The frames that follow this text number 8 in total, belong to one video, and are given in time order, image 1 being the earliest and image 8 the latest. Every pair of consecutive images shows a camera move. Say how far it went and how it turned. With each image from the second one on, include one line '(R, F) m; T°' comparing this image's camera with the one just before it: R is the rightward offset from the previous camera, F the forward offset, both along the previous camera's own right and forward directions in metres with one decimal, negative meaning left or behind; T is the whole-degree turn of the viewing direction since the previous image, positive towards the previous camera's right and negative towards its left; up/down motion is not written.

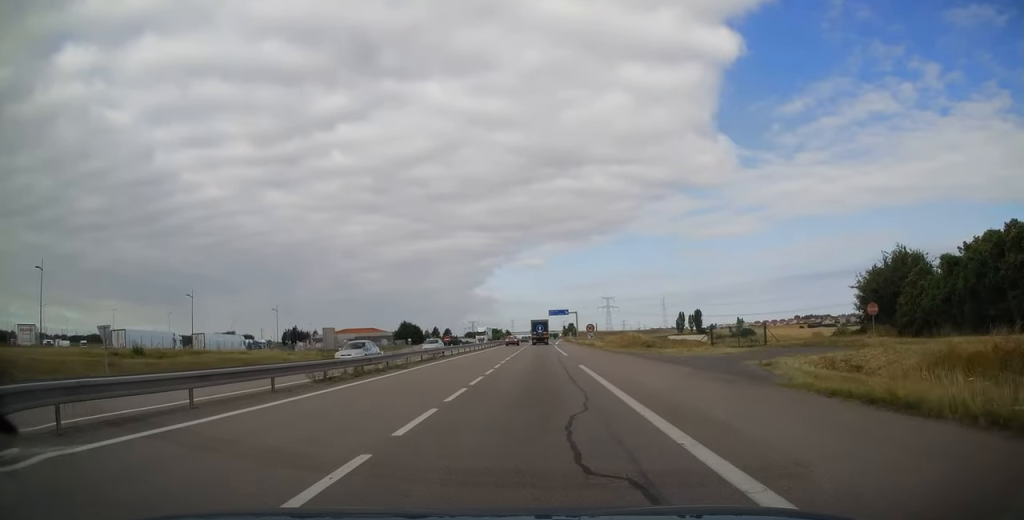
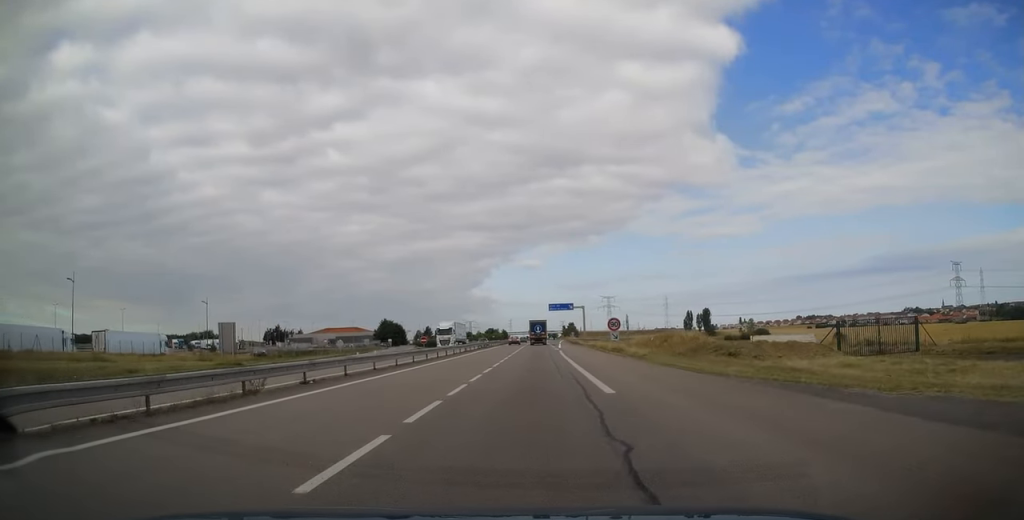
(0.0, +25.3) m; 0°
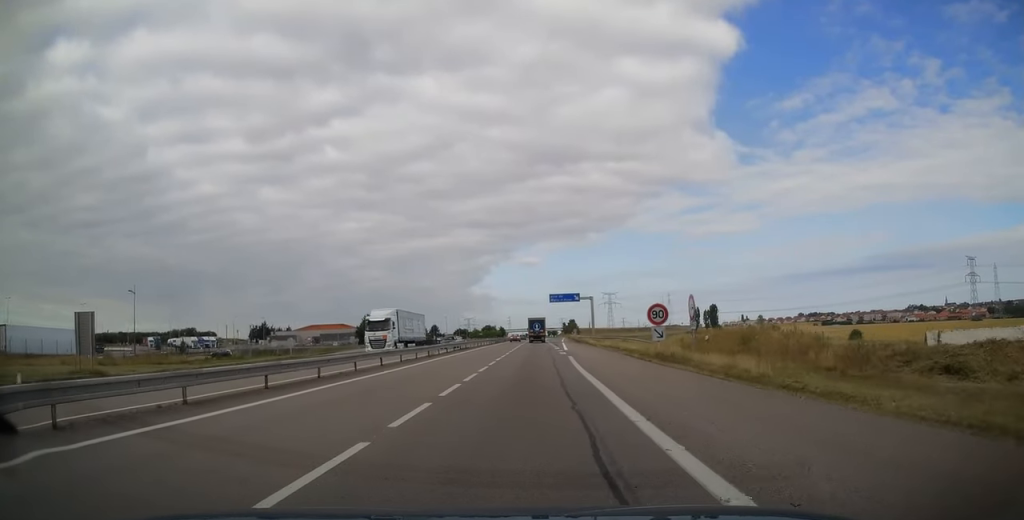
(0.0, +18.4) m; 0°
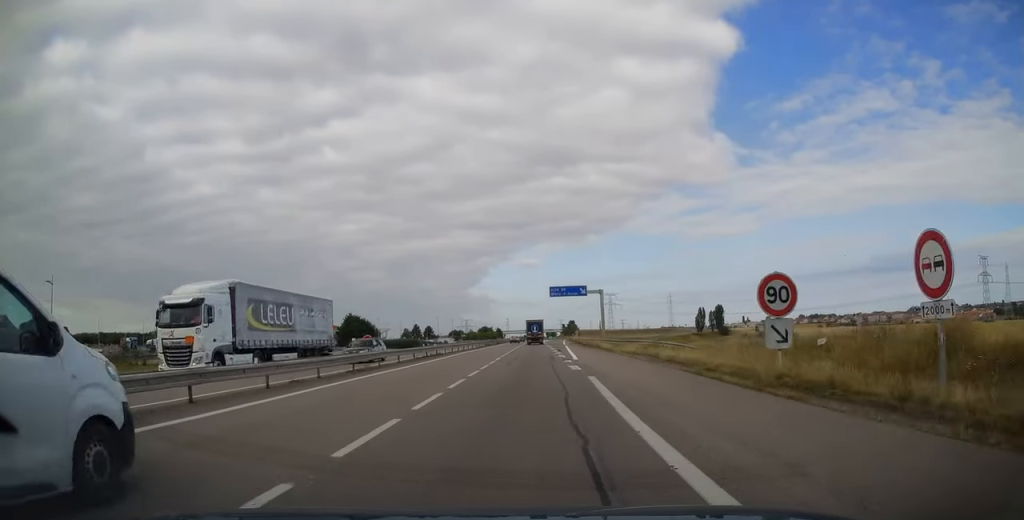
(0.0, +15.5) m; 0°
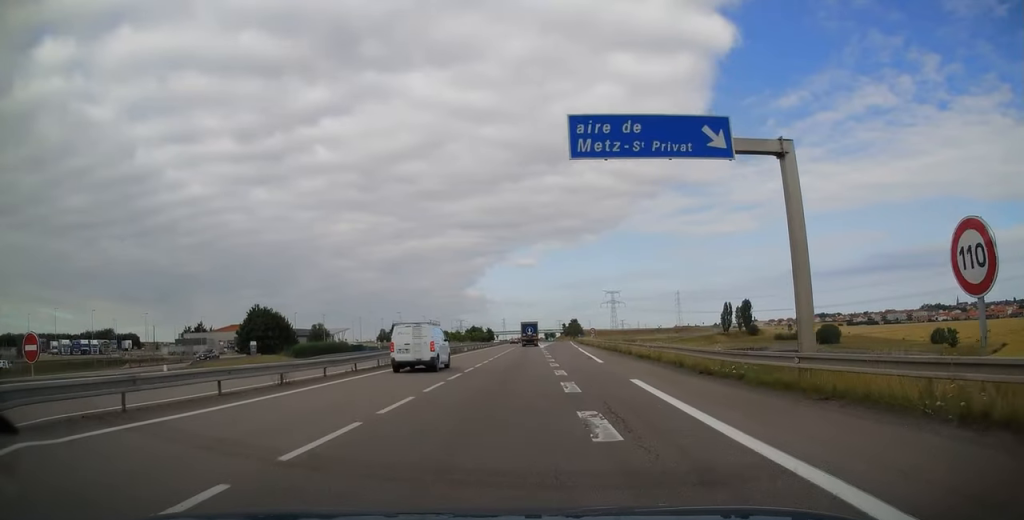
(+0.1, +53.5) m; 0°
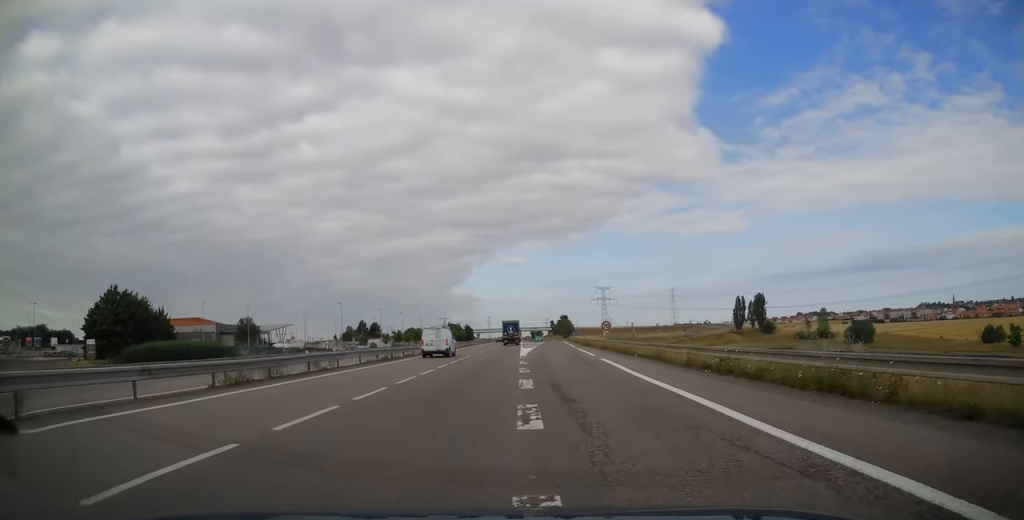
(+0.4, +37.9) m; +2°
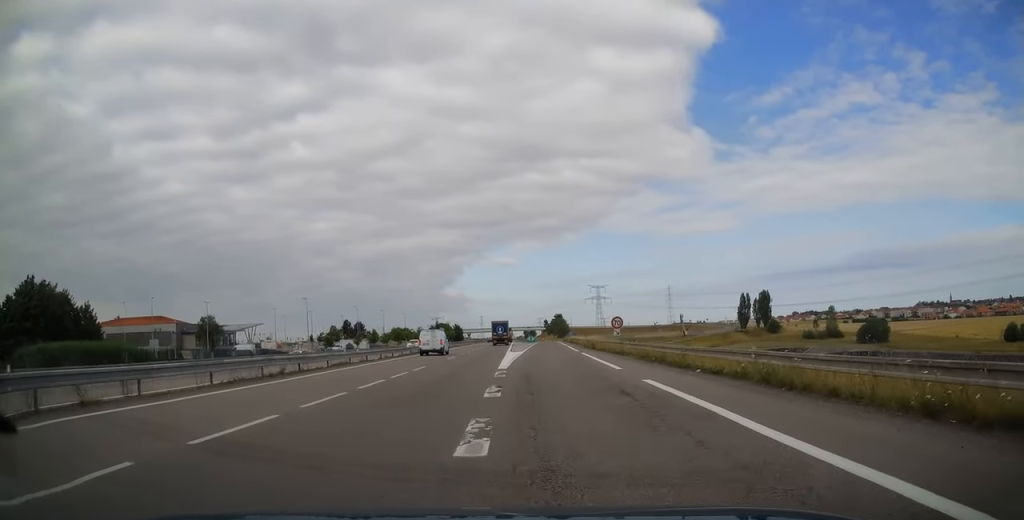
(+0.1, +14.7) m; 0°
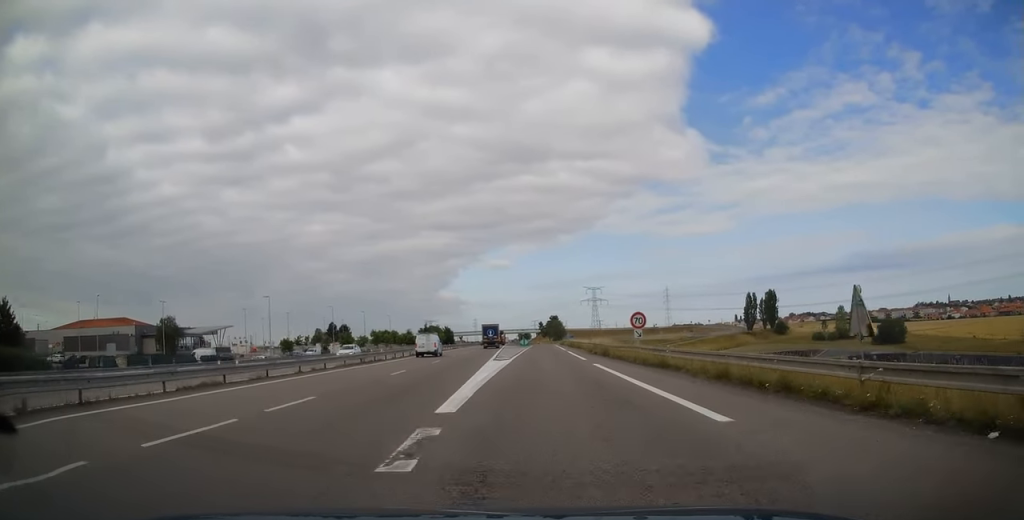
(0.0, +13.4) m; 0°
